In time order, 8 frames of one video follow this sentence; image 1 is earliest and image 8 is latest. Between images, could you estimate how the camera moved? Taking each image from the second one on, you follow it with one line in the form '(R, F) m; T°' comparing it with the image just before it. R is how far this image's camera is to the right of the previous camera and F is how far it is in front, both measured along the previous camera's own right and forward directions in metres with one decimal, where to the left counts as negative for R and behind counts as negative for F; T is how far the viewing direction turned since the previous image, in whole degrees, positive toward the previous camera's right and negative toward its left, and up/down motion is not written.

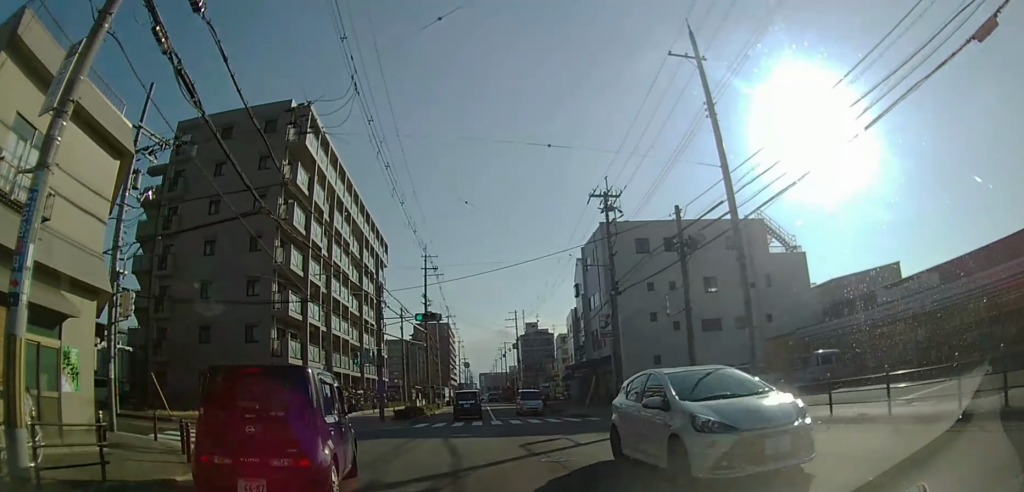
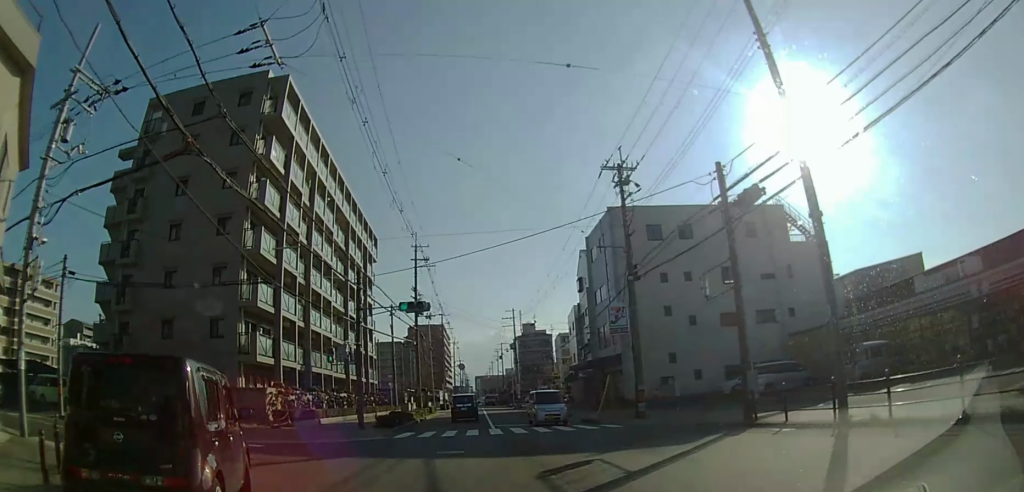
(0.0, +4.6) m; 0°
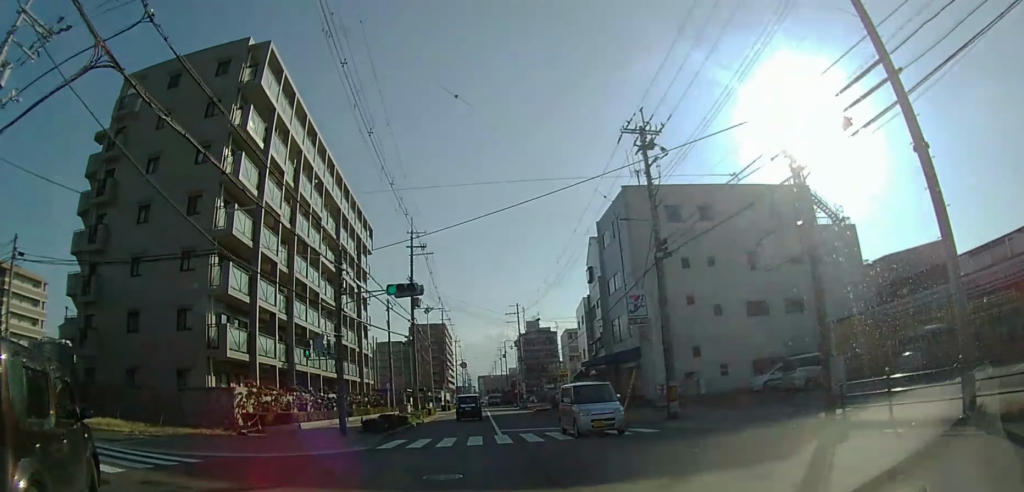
(0.0, +3.9) m; 0°
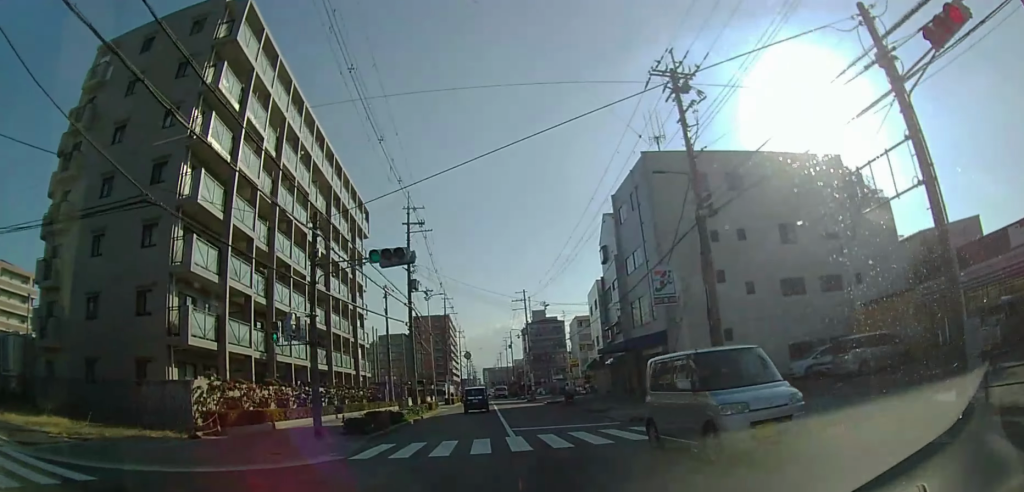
(0.0, +4.2) m; 0°
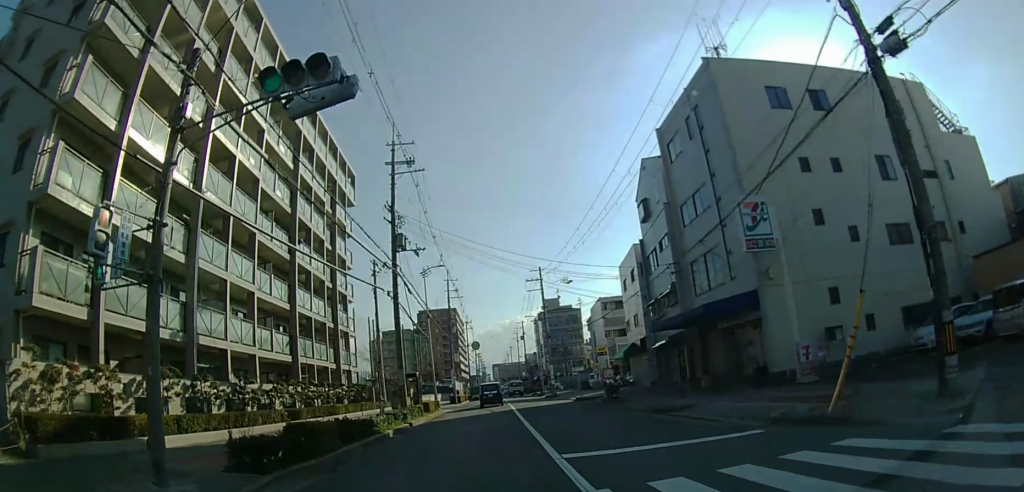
(0.0, +9.2) m; 0°
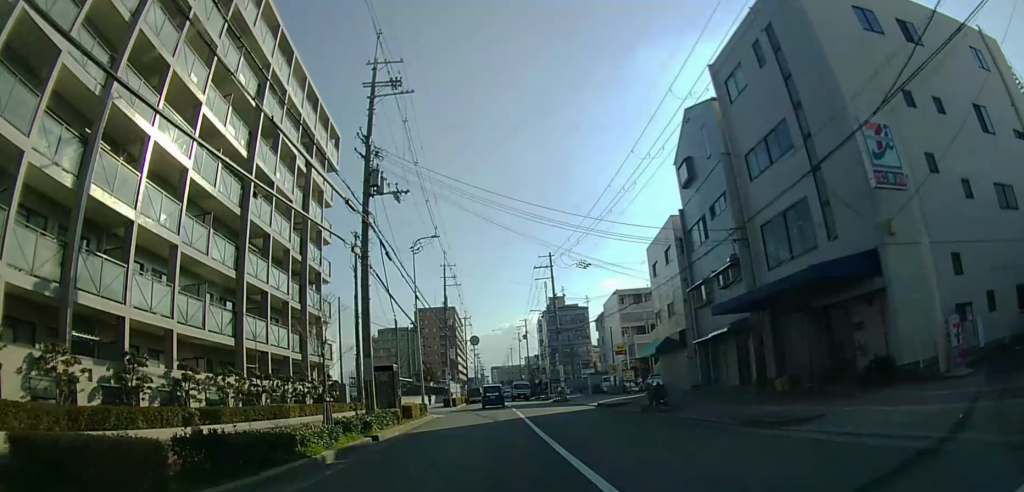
(0.0, +7.3) m; 0°
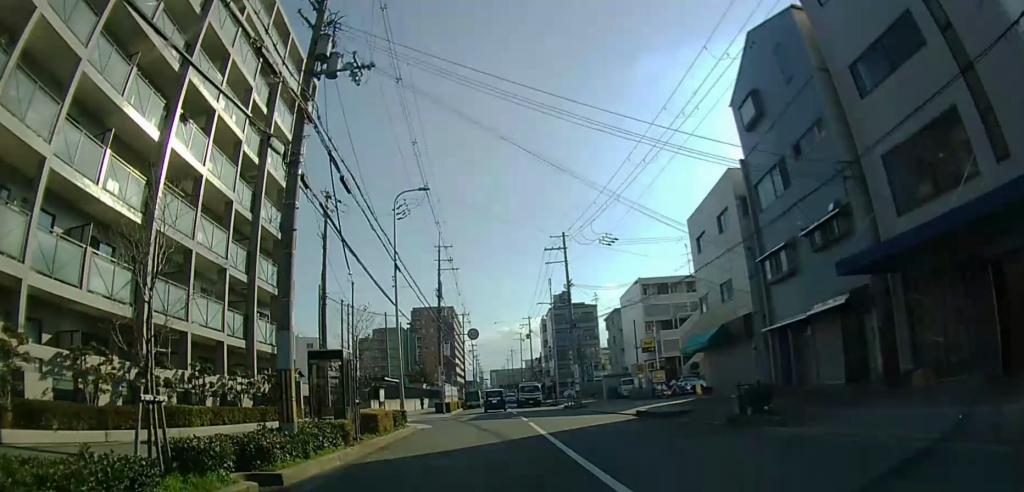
(0.0, +7.6) m; 0°
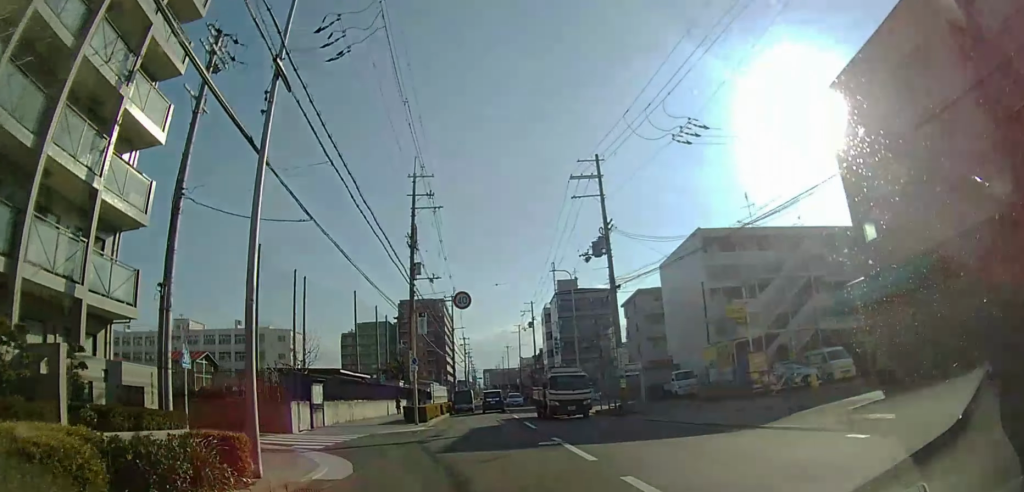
(-0.1, +14.7) m; 0°
